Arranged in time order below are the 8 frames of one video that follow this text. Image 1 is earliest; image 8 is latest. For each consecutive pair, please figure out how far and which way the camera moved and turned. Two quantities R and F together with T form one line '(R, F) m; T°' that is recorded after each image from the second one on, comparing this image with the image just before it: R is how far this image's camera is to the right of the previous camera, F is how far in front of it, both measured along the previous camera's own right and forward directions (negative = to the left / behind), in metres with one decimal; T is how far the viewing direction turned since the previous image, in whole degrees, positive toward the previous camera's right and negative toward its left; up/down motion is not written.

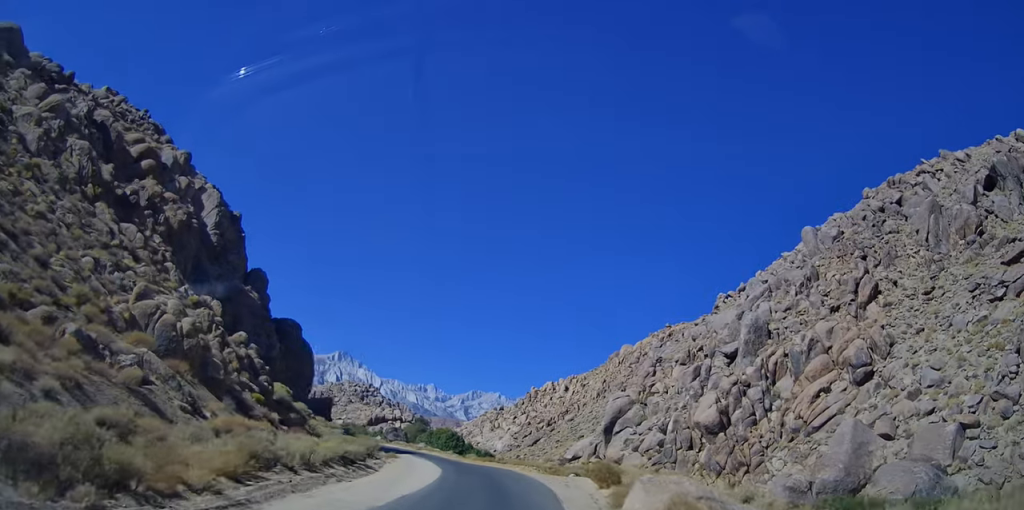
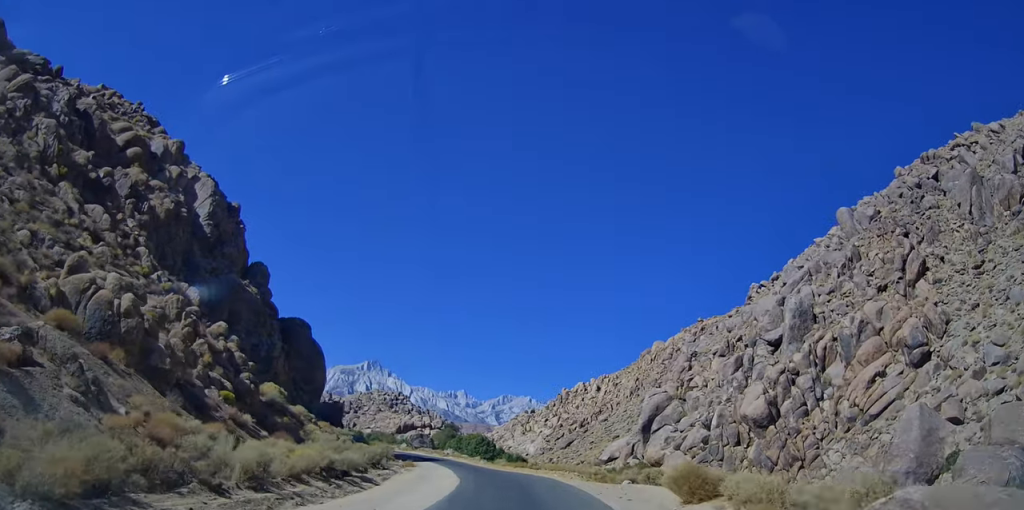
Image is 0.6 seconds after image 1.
(-0.4, +6.5) m; -5°
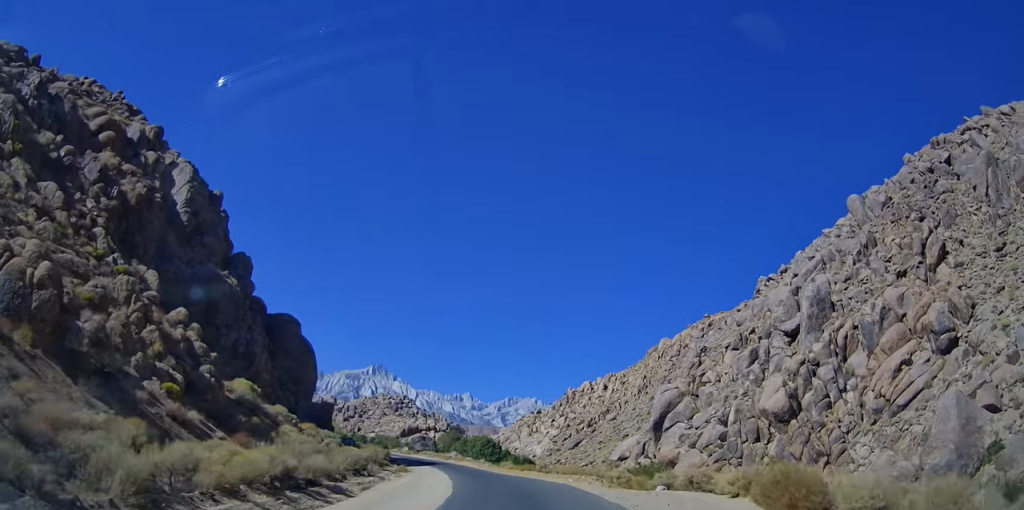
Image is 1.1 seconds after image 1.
(-0.1, +4.5) m; -3°
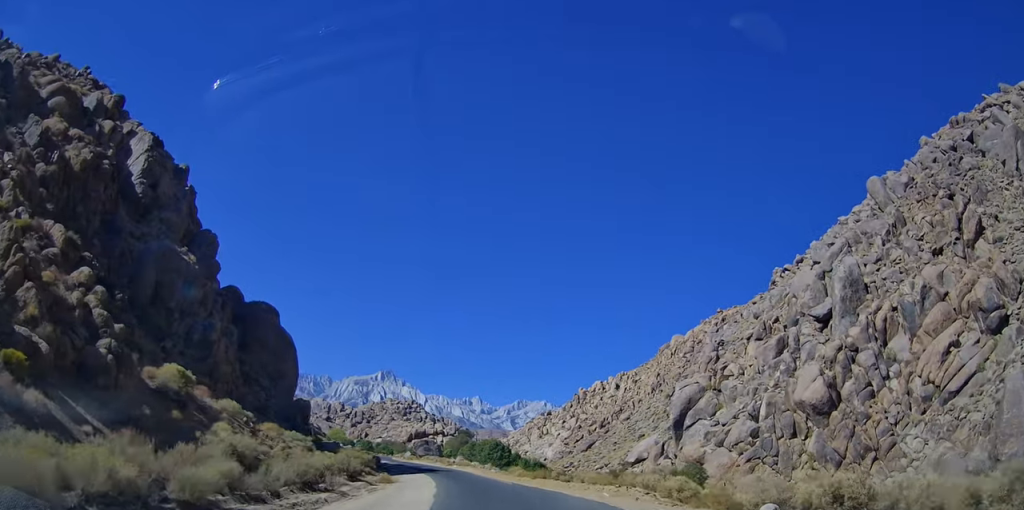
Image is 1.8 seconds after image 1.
(-0.3, +7.7) m; -3°
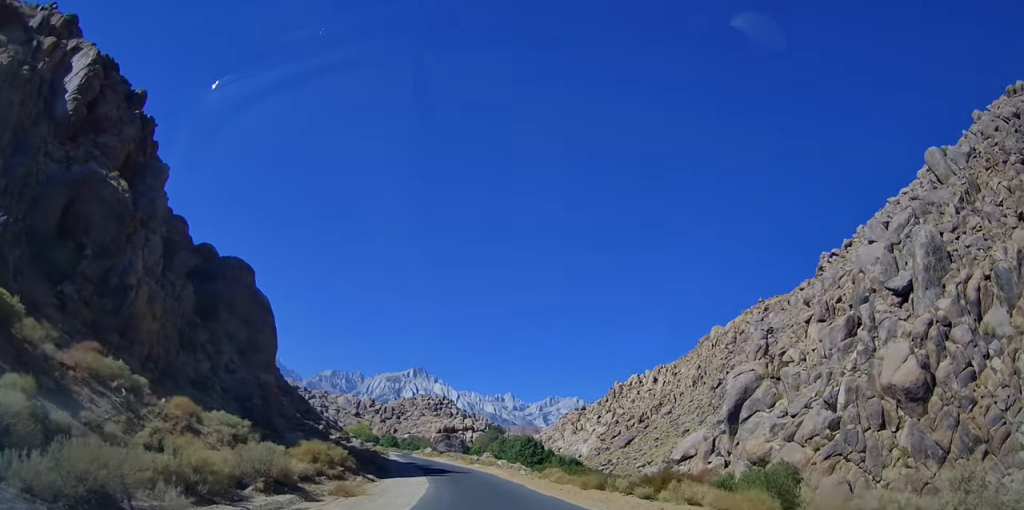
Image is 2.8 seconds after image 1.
(-0.4, +12.0) m; -3°
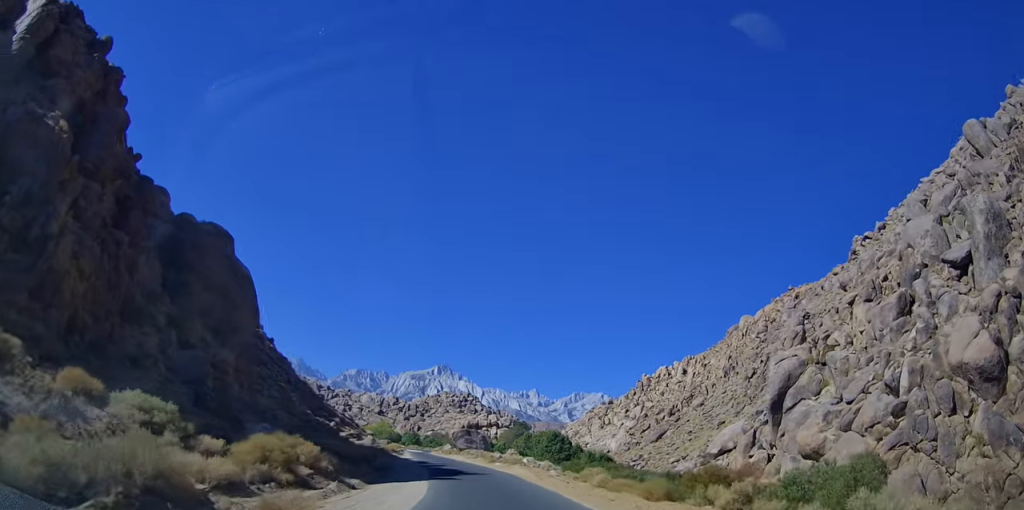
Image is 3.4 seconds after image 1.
(+0.1, +7.2) m; -2°
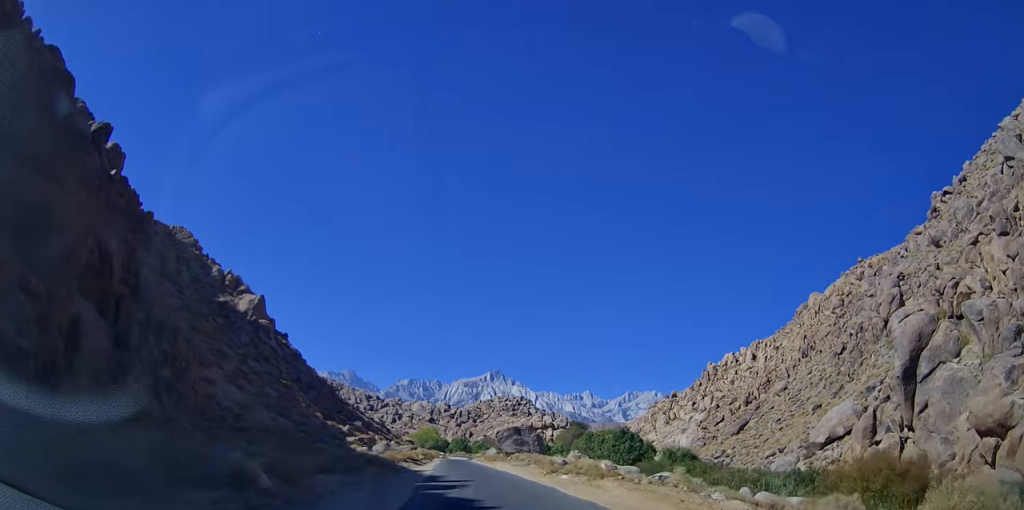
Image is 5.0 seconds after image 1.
(-1.4, +20.2) m; -6°
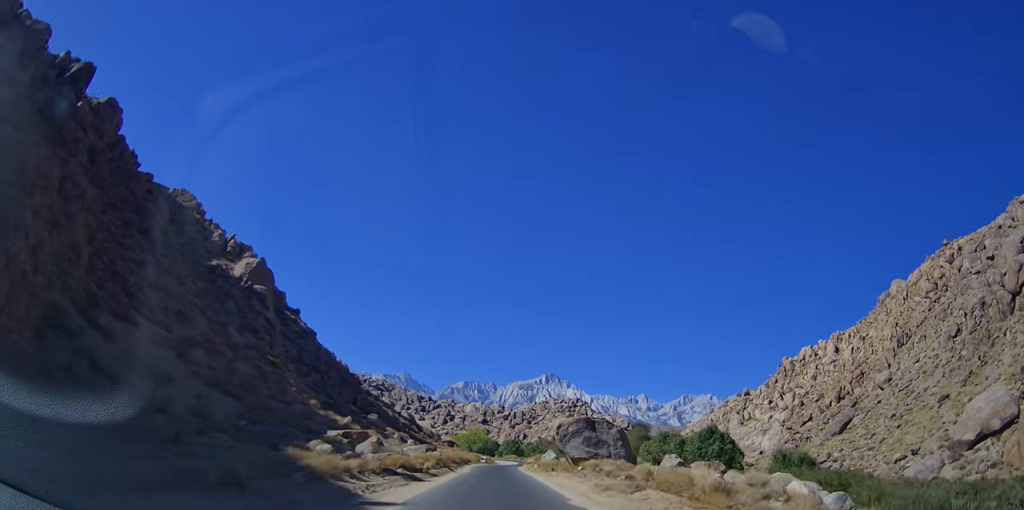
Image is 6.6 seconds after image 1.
(-0.6, +21.3) m; -4°
